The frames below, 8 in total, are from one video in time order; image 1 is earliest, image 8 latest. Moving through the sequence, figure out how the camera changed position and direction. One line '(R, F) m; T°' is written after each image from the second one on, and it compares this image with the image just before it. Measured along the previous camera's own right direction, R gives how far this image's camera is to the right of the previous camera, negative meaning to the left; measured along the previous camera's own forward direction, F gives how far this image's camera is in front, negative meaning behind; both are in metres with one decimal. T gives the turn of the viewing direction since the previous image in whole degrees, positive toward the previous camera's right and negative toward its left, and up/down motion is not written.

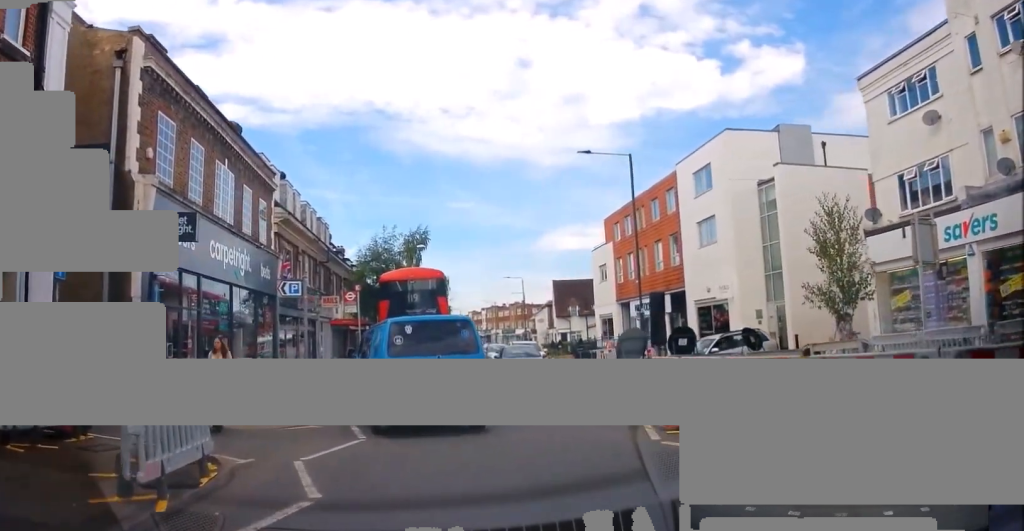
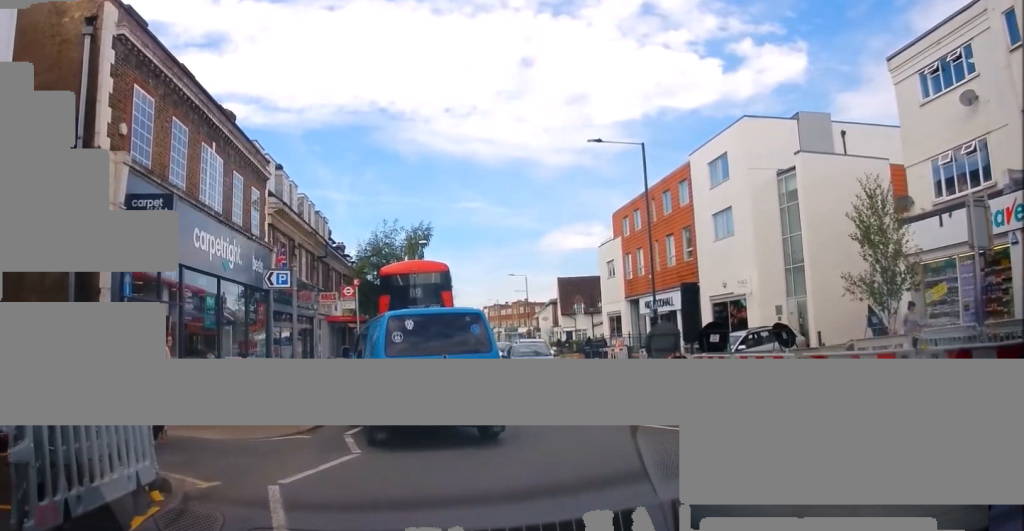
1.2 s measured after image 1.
(+0.2, +1.6) m; +5°
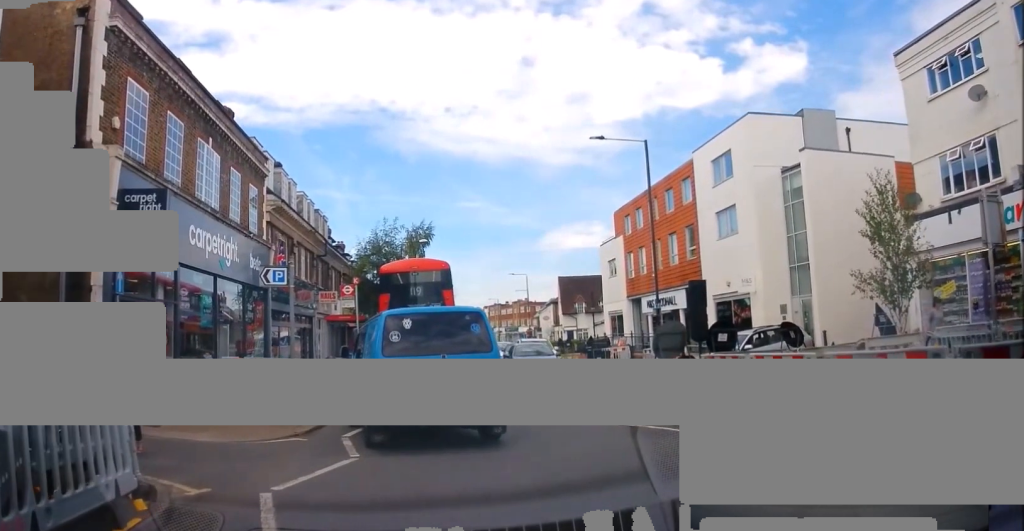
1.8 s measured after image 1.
(-0.2, +0.5) m; 0°
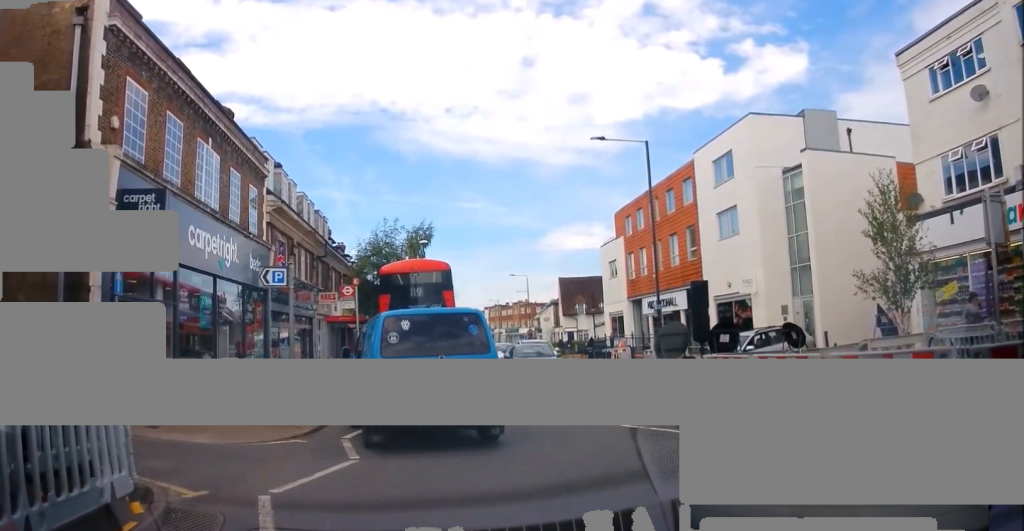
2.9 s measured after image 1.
(-0.2, +0.4) m; 0°
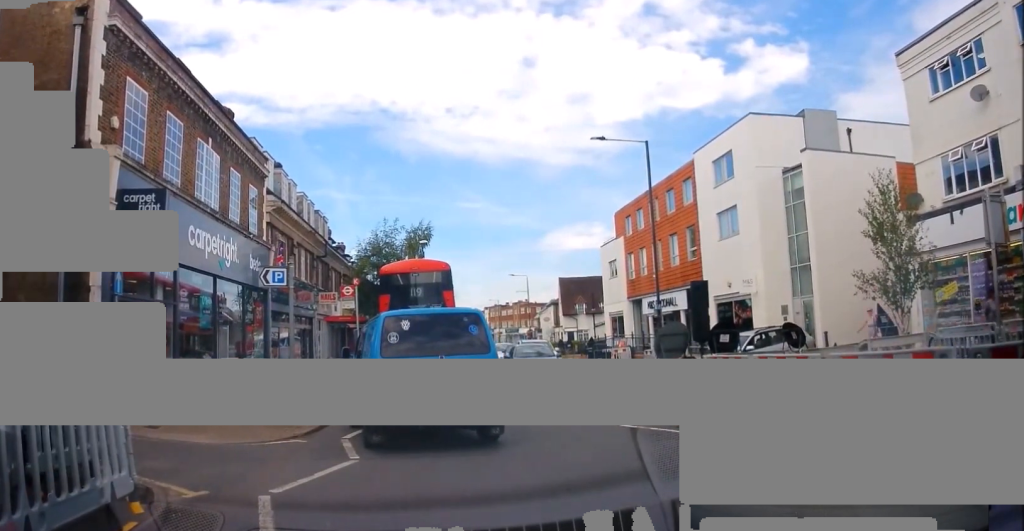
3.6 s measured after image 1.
(0.0, 0.0) m; 0°
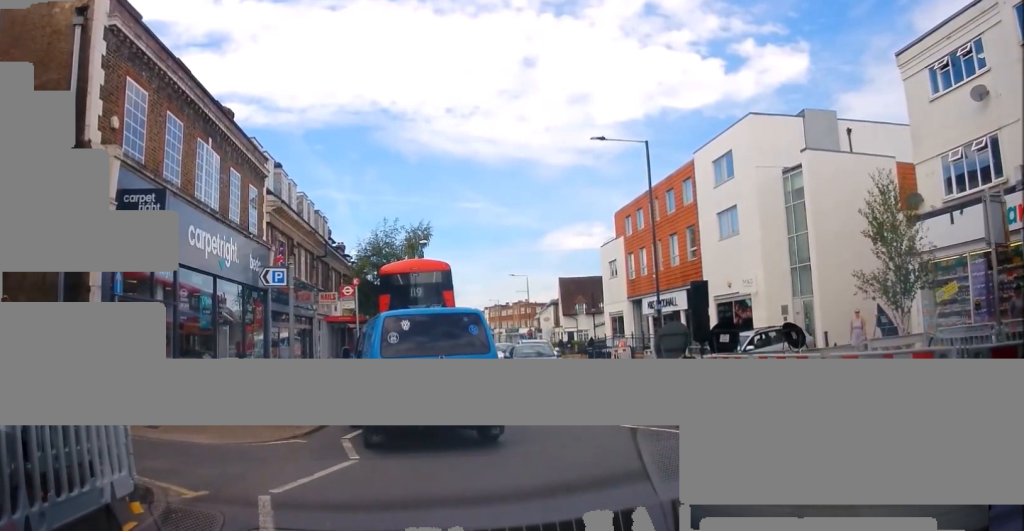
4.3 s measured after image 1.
(0.0, 0.0) m; 0°
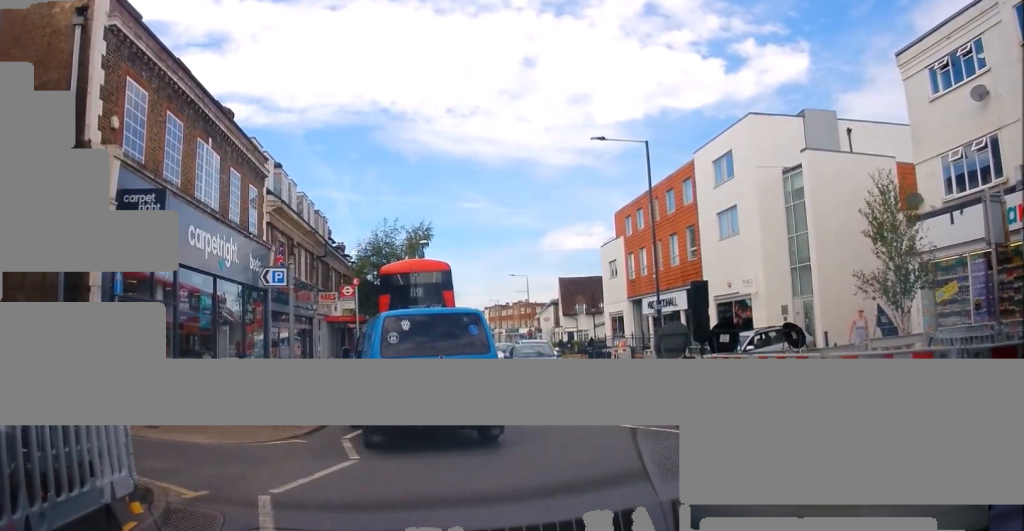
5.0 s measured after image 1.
(0.0, 0.0) m; 0°
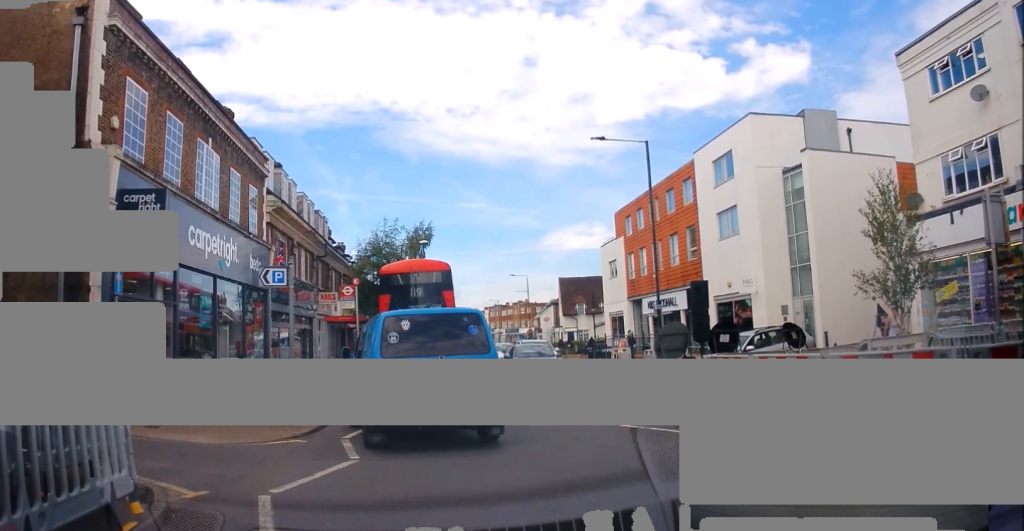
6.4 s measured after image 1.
(0.0, 0.0) m; 0°
